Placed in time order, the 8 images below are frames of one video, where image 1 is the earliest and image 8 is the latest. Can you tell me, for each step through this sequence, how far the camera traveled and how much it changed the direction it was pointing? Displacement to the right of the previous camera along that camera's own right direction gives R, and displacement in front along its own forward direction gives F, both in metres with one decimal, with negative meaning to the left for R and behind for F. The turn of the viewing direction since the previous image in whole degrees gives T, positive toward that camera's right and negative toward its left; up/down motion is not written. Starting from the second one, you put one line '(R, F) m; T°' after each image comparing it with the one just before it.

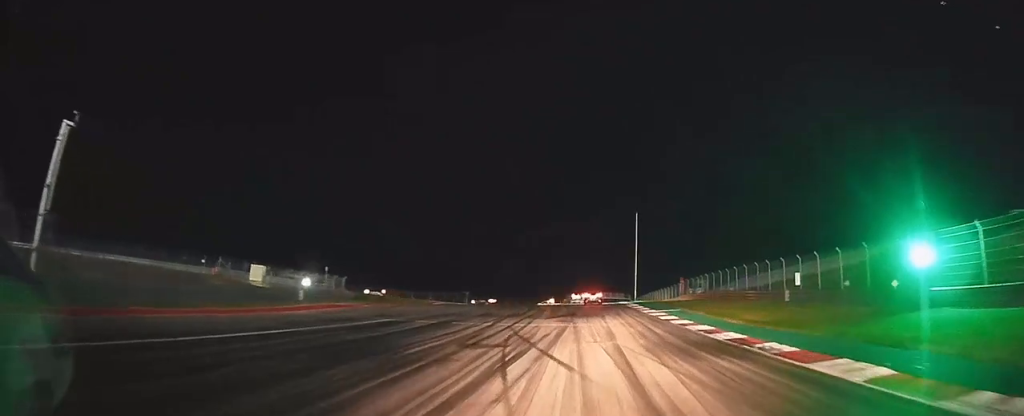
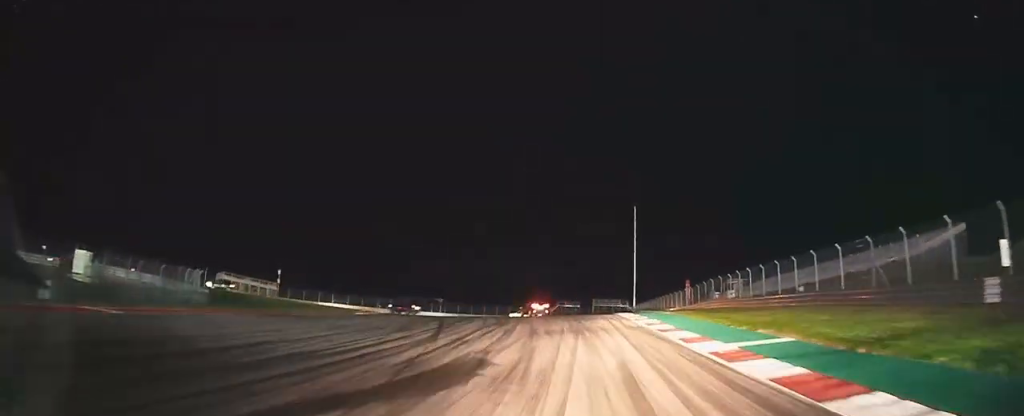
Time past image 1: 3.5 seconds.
(-0.3, +26.6) m; -3°
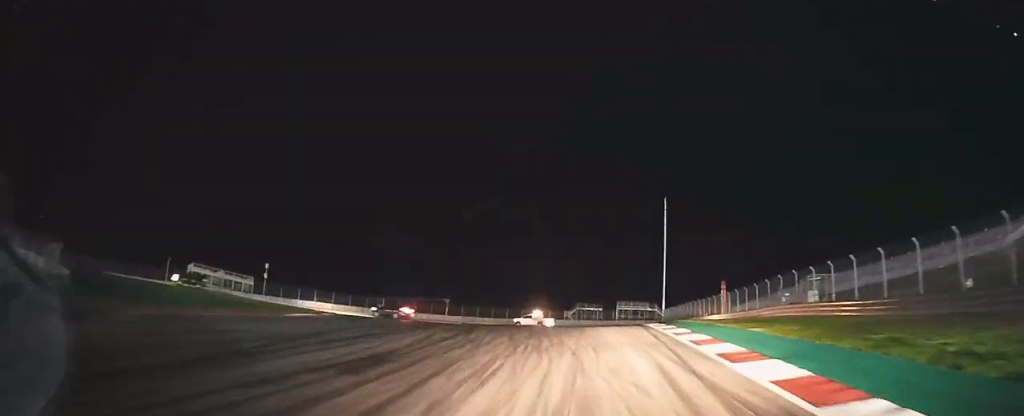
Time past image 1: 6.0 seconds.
(+0.3, +18.8) m; -4°
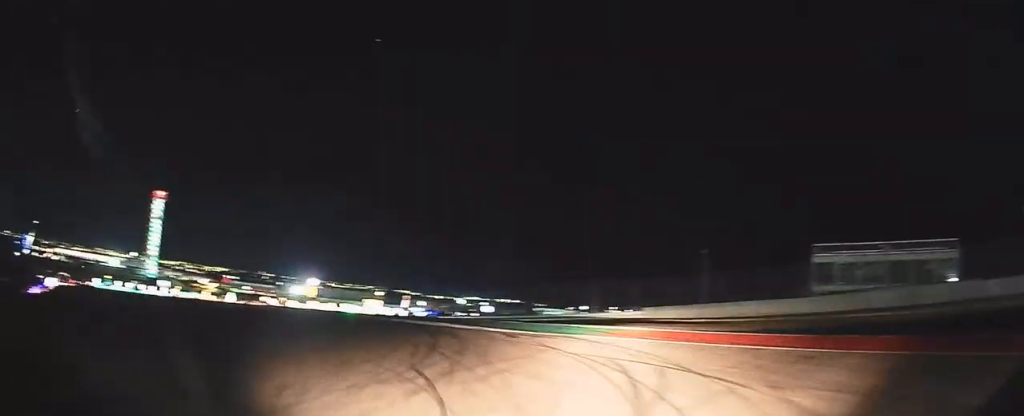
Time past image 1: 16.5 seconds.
(-49.0, +38.4) m; -119°
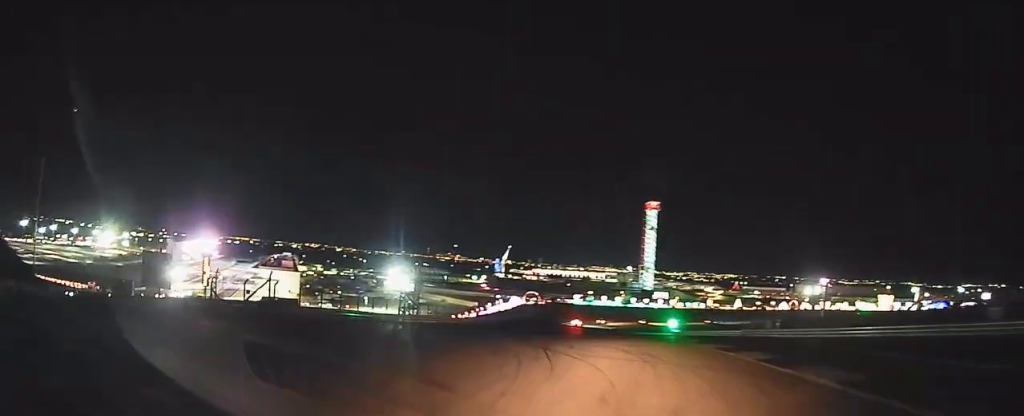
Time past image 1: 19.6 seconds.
(-11.7, +33.5) m; -21°
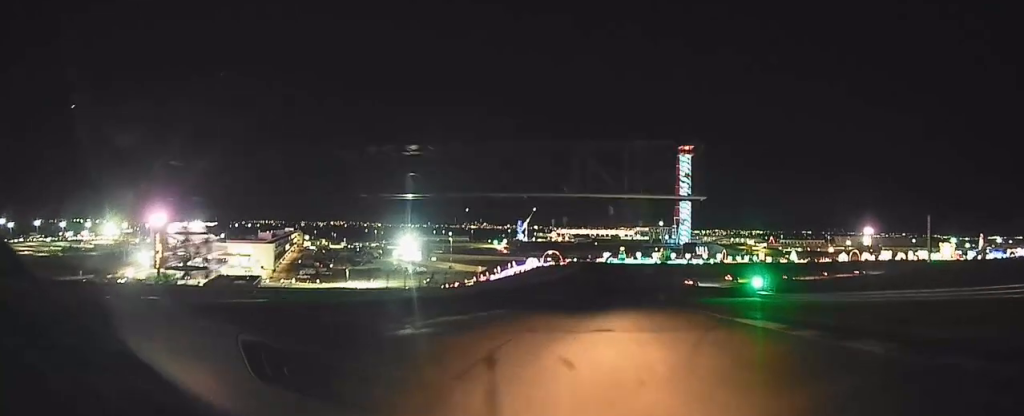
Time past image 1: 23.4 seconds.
(-1.7, +51.4) m; -1°
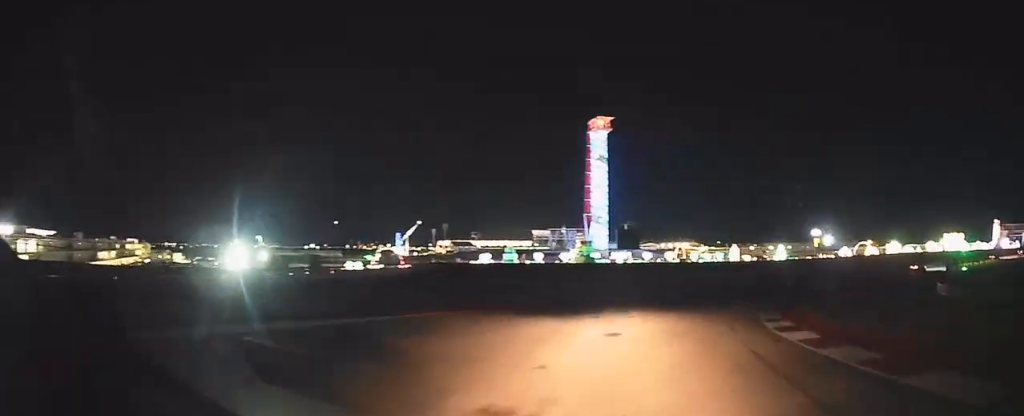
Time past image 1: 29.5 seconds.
(+10.4, +86.5) m; +23°
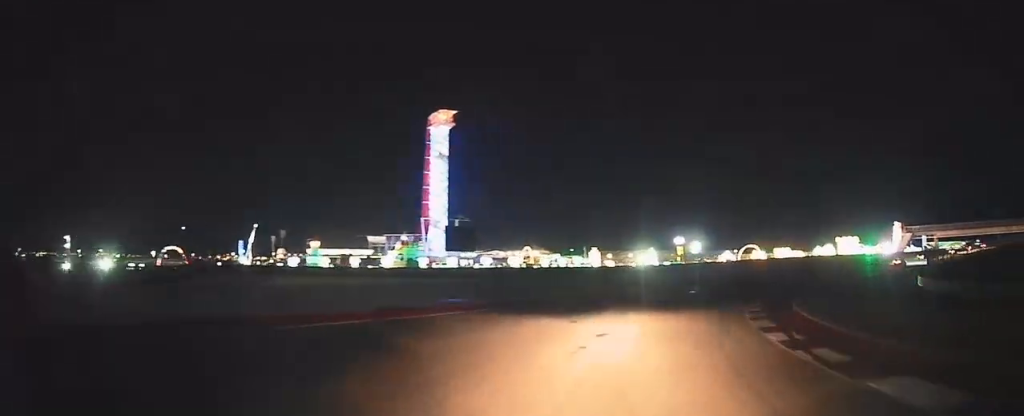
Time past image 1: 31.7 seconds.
(+0.2, +31.6) m; +14°
